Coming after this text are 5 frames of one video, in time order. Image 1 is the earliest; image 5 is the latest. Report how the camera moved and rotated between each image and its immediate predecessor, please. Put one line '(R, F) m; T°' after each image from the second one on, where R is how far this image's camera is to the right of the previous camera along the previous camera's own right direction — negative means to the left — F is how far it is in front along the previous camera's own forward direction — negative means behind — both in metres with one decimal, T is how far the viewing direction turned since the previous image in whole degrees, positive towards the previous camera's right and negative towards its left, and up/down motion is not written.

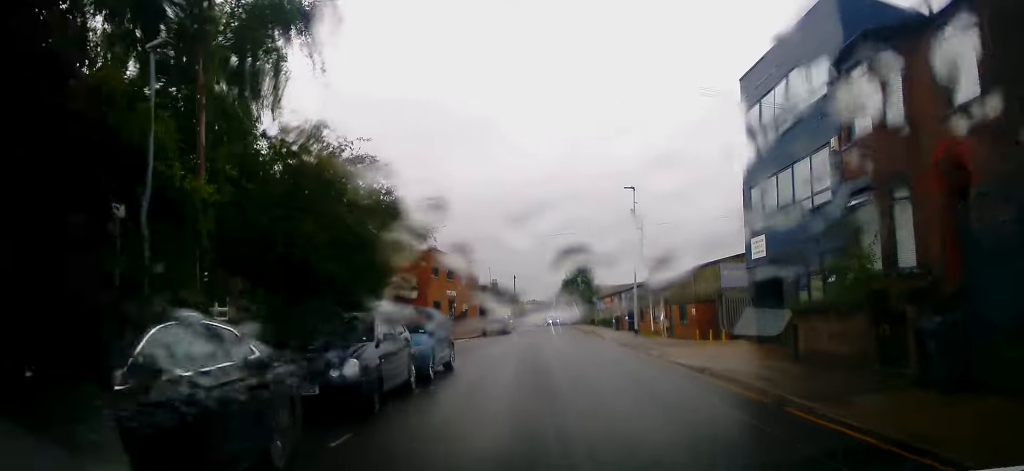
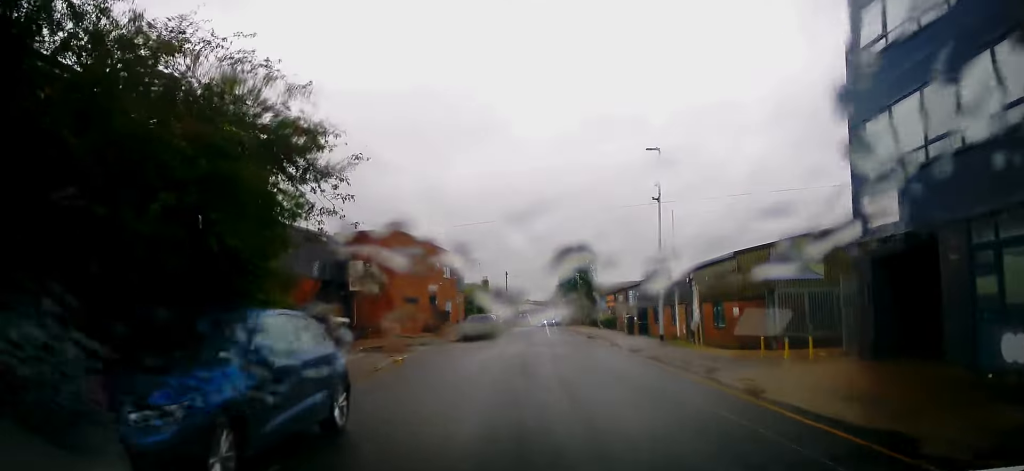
(0.0, +8.9) m; 0°
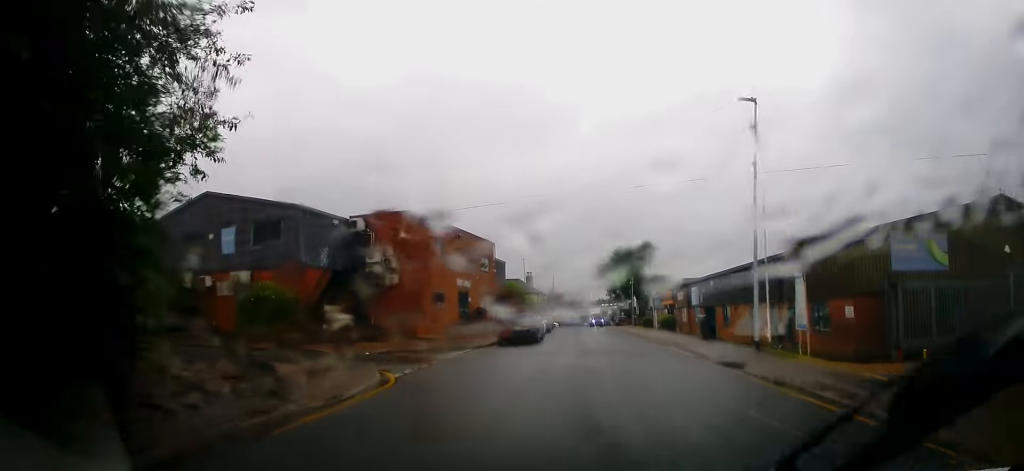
(-0.1, +6.5) m; -4°
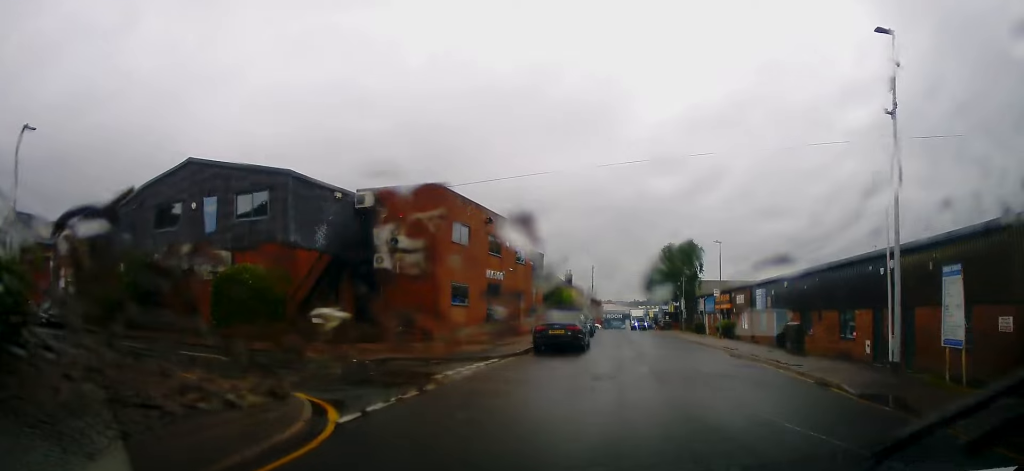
(-0.3, +6.5) m; -1°
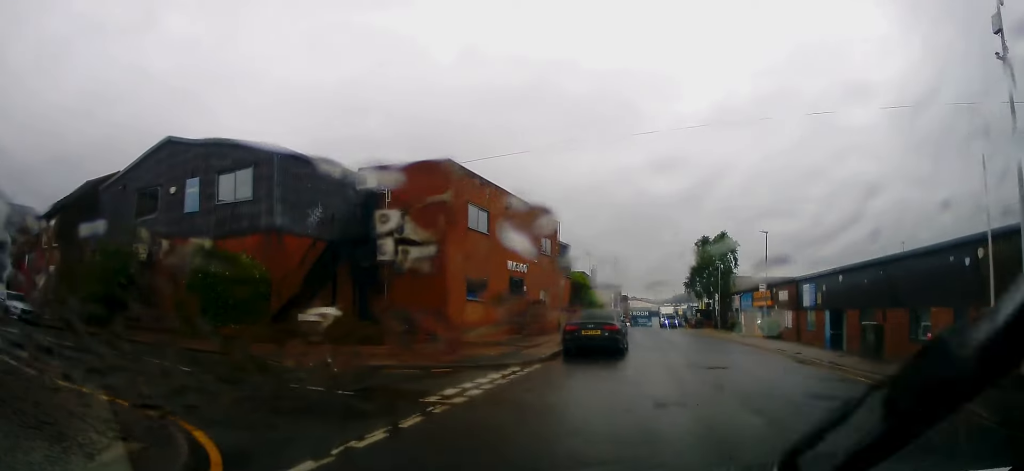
(+0.2, +4.0) m; -3°
